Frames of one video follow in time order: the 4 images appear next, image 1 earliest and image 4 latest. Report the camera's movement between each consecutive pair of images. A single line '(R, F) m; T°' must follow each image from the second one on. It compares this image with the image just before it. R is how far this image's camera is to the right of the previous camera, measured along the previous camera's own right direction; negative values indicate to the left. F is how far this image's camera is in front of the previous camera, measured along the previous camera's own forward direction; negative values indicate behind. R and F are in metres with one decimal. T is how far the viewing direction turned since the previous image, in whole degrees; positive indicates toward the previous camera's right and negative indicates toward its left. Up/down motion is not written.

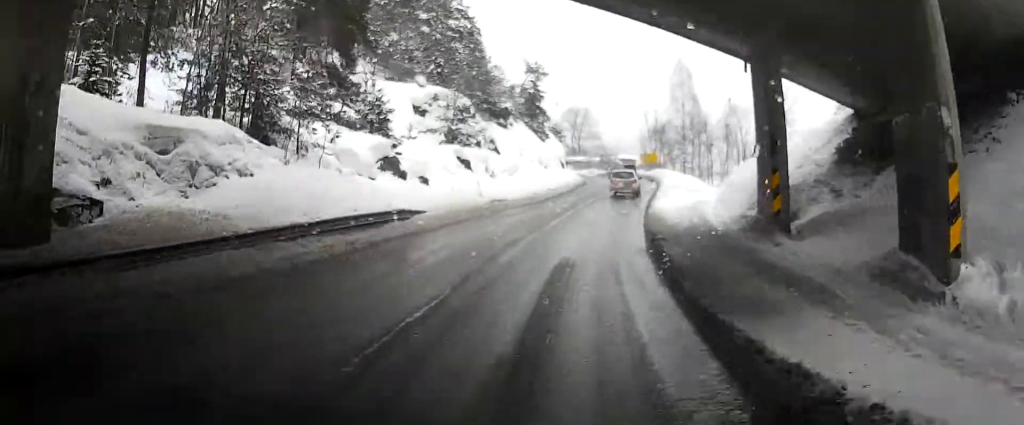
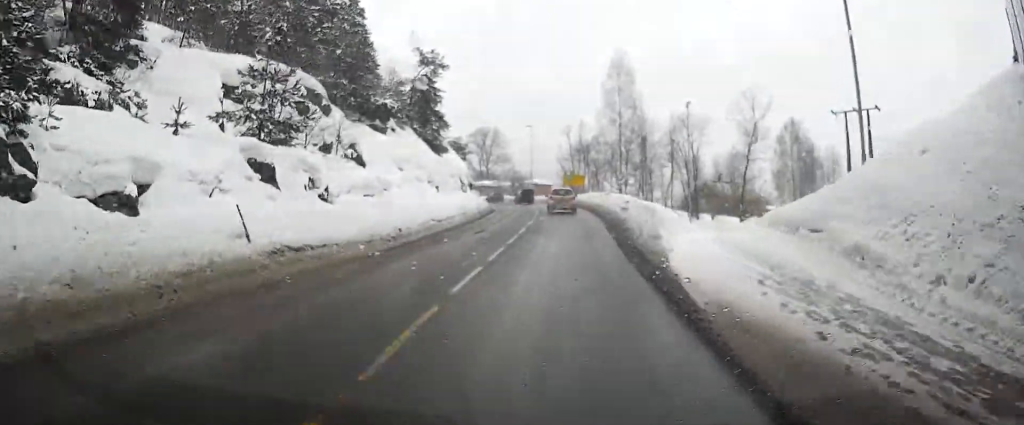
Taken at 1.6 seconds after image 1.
(+1.1, +15.8) m; +8°
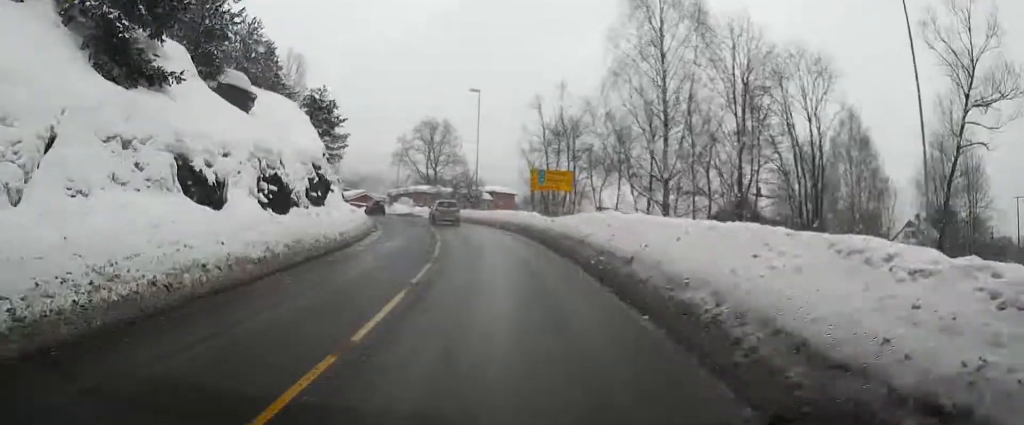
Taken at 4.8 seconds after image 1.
(+1.0, +34.3) m; +2°
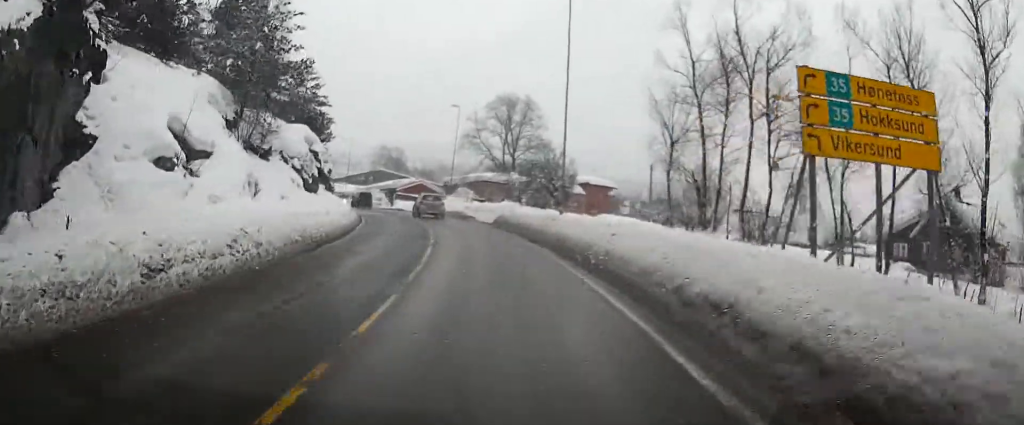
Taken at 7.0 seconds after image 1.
(-0.7, +23.9) m; -5°
